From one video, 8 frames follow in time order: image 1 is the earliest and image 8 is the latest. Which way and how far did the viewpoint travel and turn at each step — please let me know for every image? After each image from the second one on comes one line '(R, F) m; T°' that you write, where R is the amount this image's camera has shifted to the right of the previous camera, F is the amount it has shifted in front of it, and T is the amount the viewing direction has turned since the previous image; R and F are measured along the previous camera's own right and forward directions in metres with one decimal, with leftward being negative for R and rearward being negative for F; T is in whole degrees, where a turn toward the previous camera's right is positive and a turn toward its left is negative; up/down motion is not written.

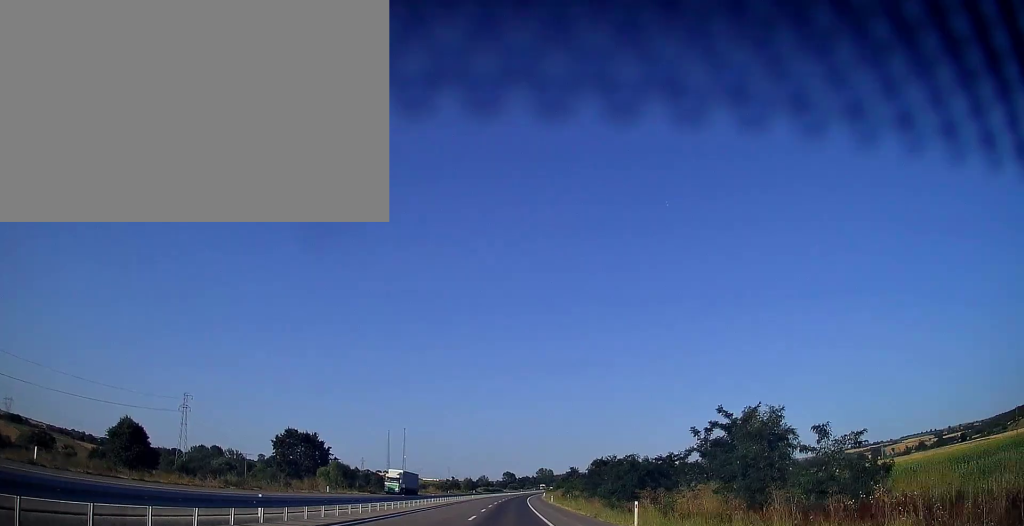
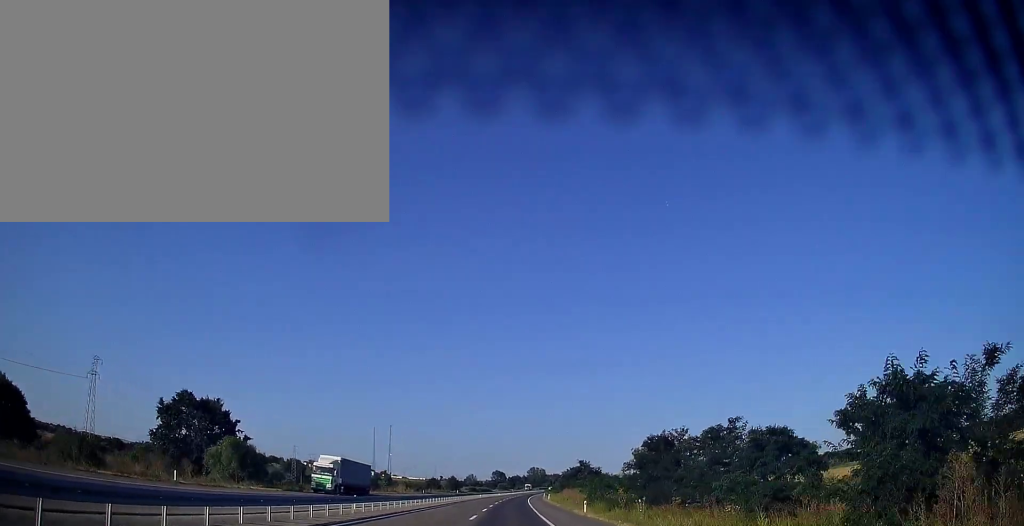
(+0.1, +34.4) m; +1°
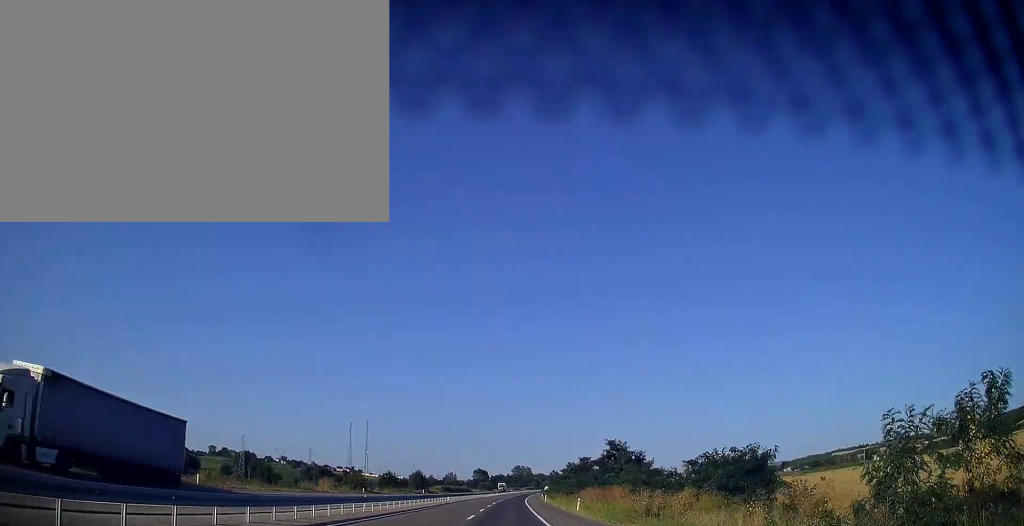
(+0.7, +47.1) m; +2°
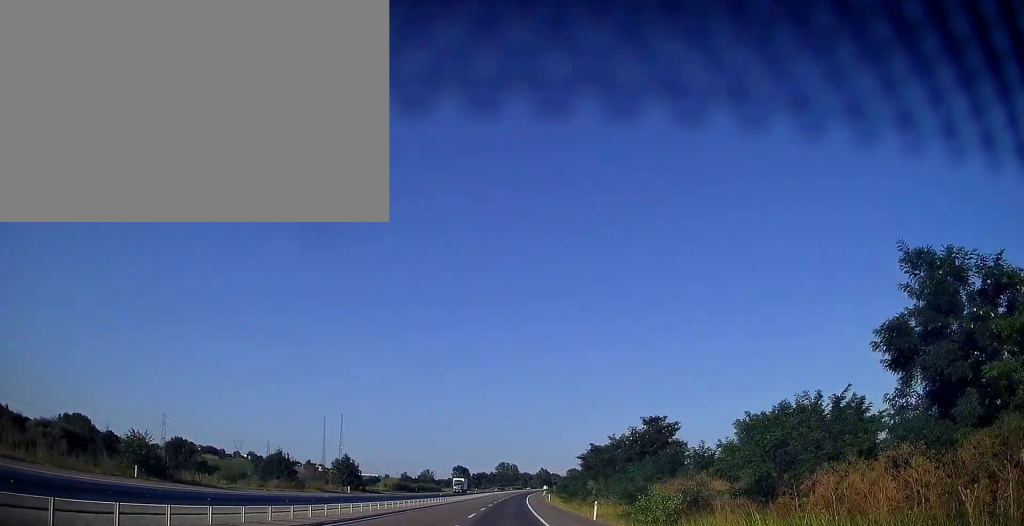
(+0.6, +58.0) m; +1°
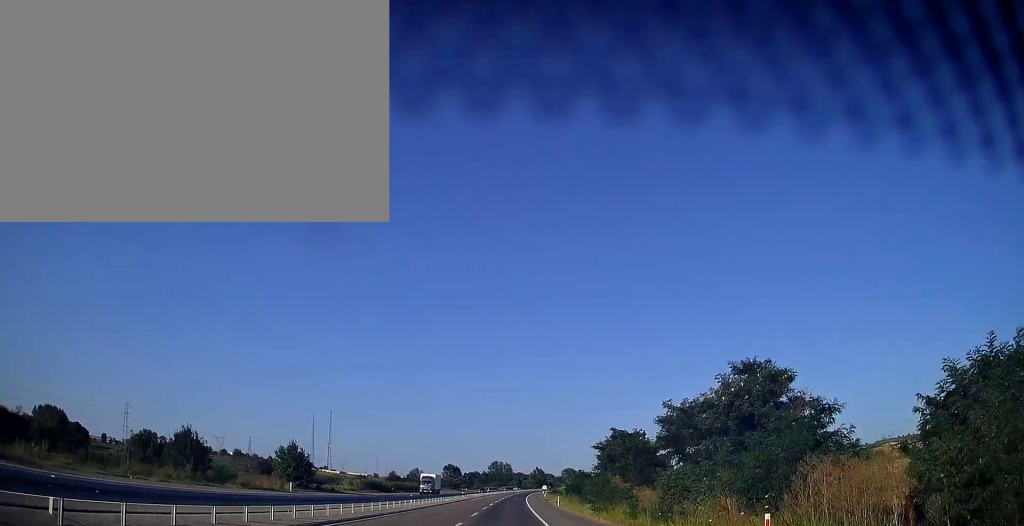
(+0.3, +21.6) m; +1°
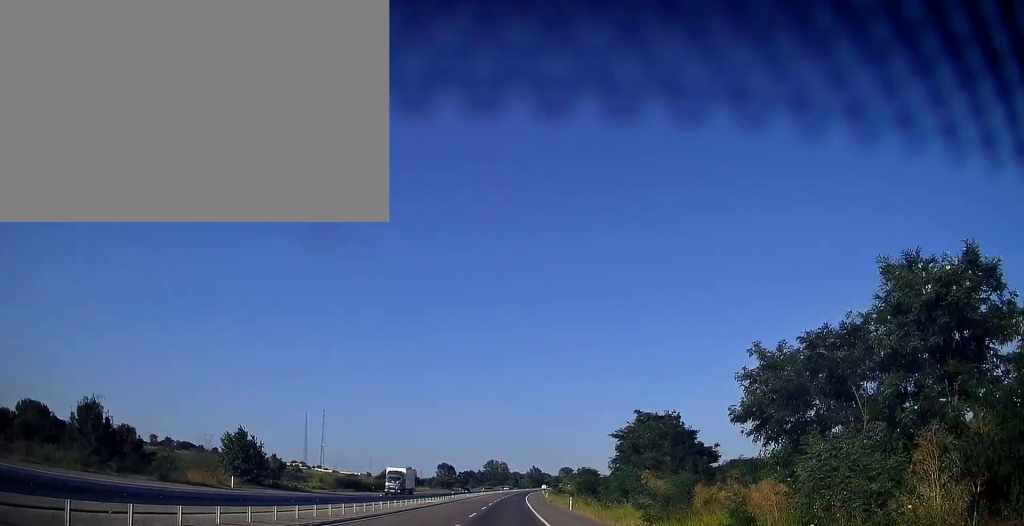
(+0.1, +13.8) m; 0°
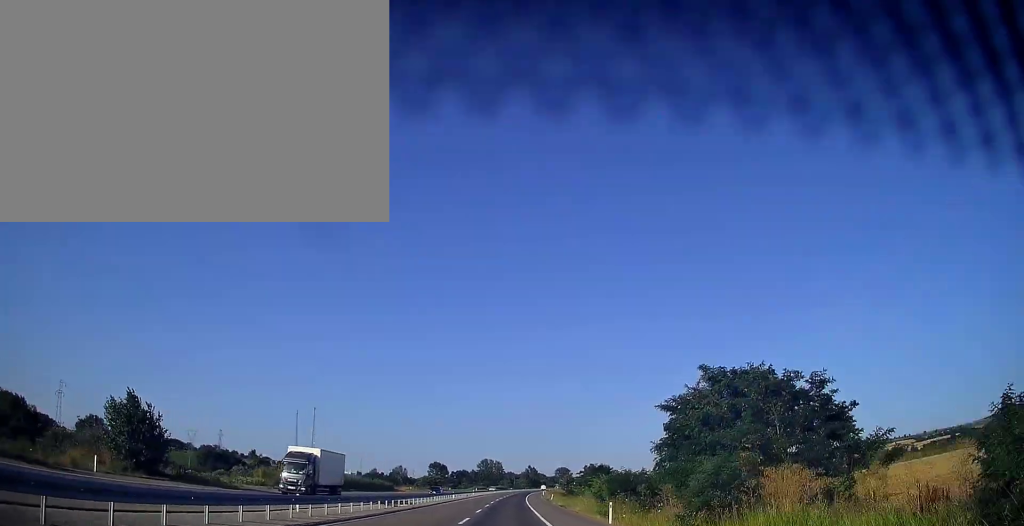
(0.0, +19.7) m; +1°
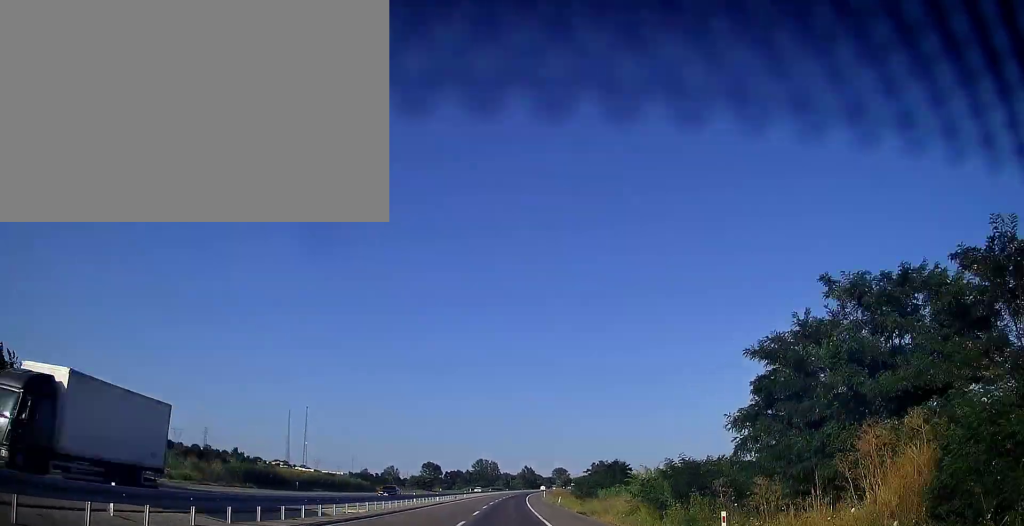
(+0.1, +13.7) m; 0°
